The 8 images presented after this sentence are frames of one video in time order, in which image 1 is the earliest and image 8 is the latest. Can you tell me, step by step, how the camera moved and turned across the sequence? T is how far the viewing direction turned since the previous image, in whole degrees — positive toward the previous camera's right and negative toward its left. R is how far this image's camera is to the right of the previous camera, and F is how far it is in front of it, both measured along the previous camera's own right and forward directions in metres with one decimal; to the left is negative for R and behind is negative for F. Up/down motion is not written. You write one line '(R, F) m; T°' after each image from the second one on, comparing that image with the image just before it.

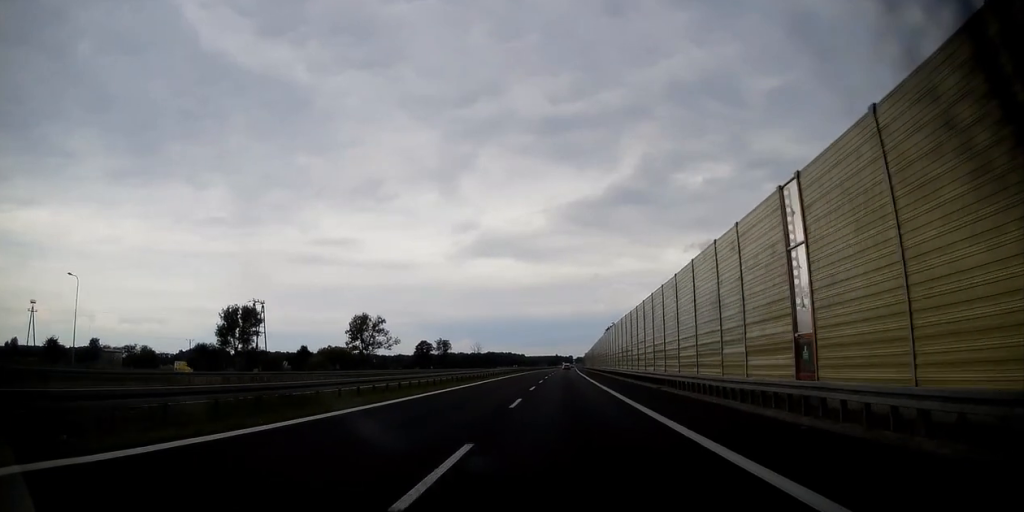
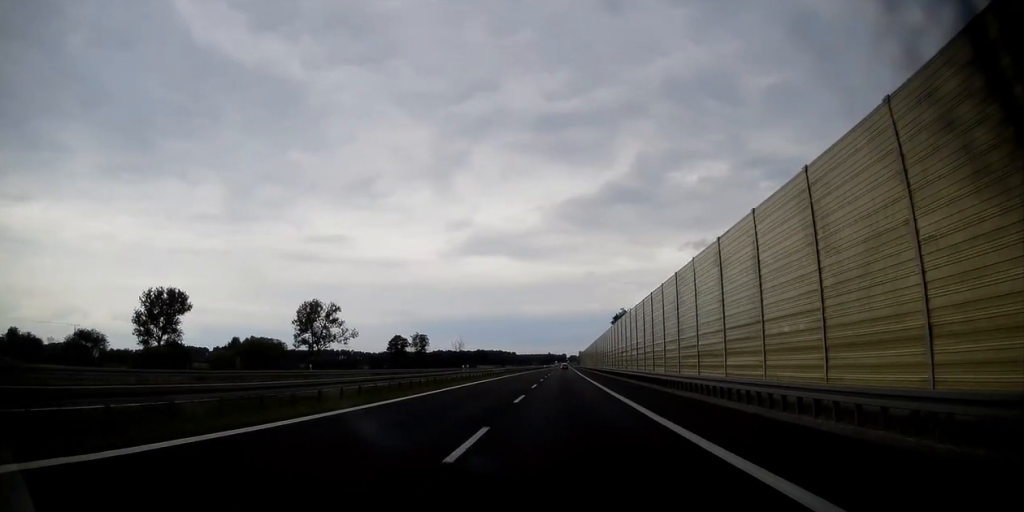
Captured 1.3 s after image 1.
(+0.2, +45.8) m; +1°
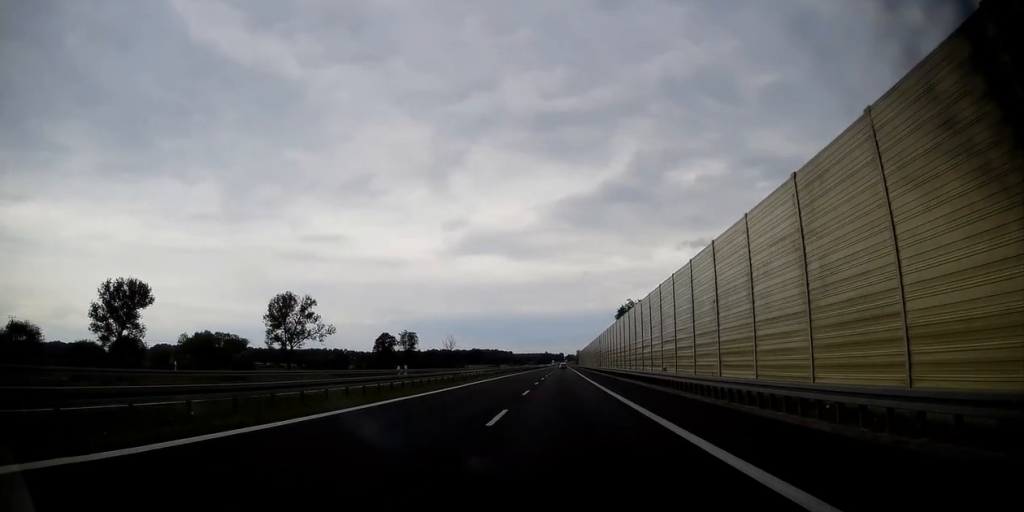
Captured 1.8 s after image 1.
(+0.1, +19.3) m; 0°
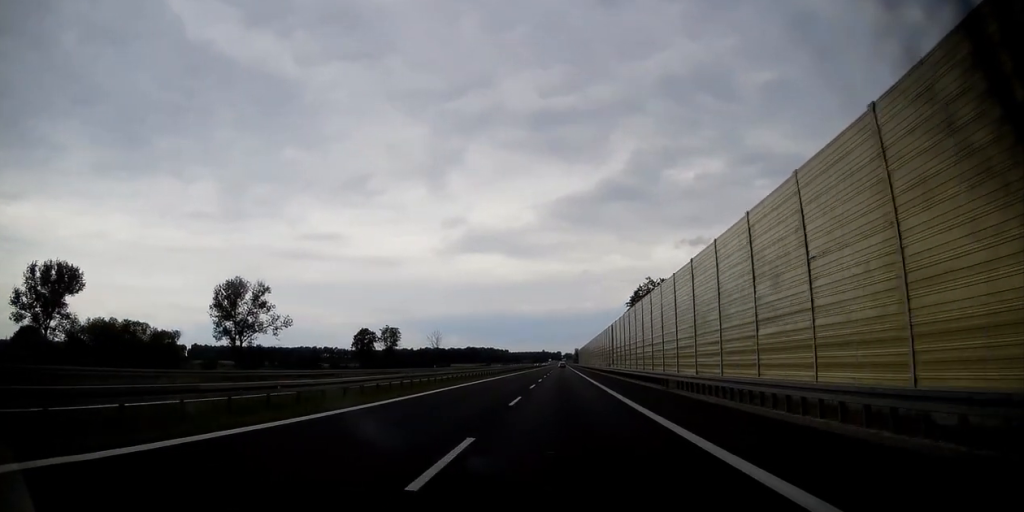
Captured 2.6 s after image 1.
(+0.1, +30.1) m; 0°
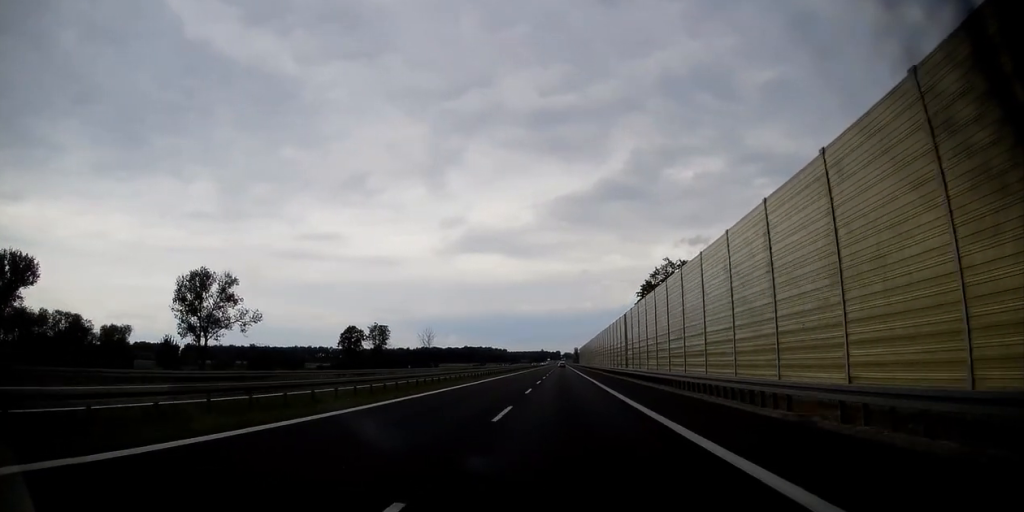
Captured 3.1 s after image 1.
(0.0, +16.9) m; 0°
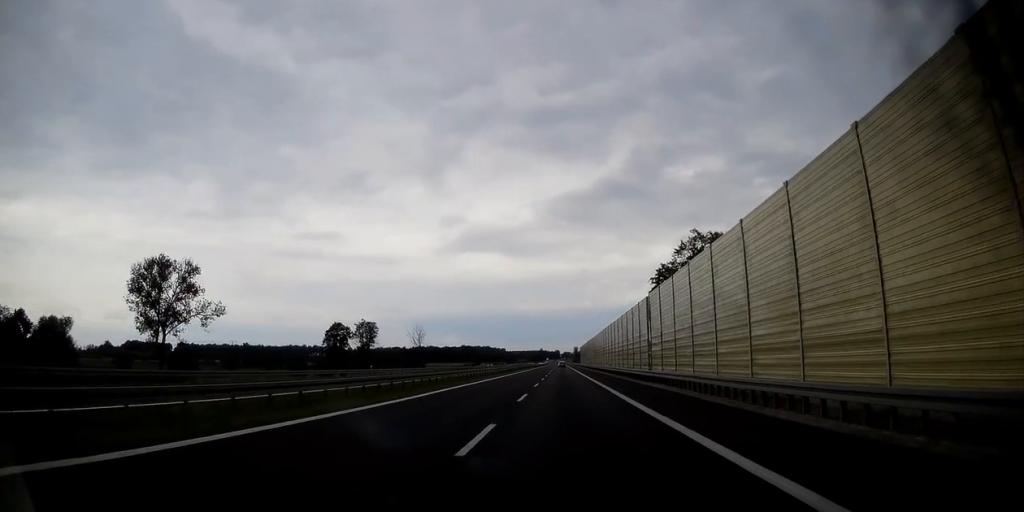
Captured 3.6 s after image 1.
(0.0, +16.9) m; 0°
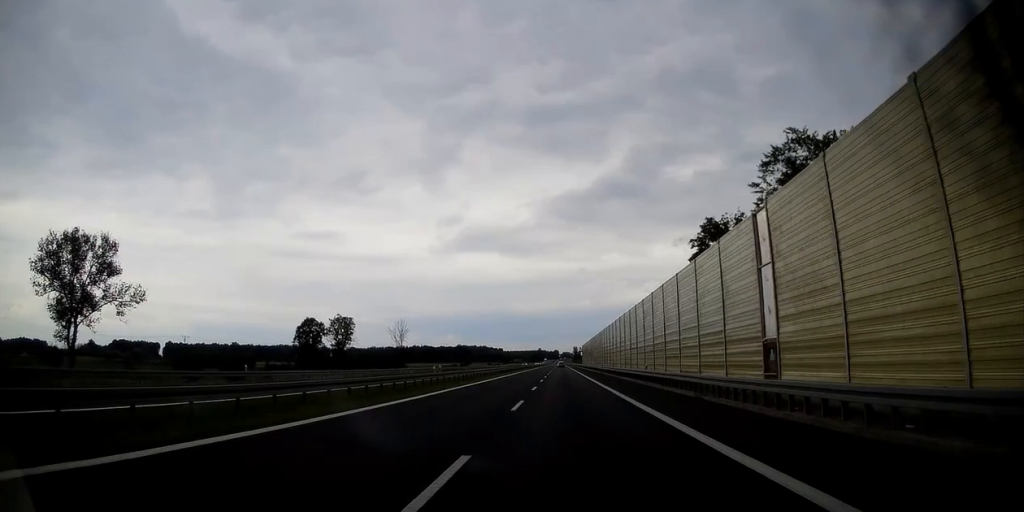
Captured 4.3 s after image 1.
(+0.2, +27.7) m; 0°
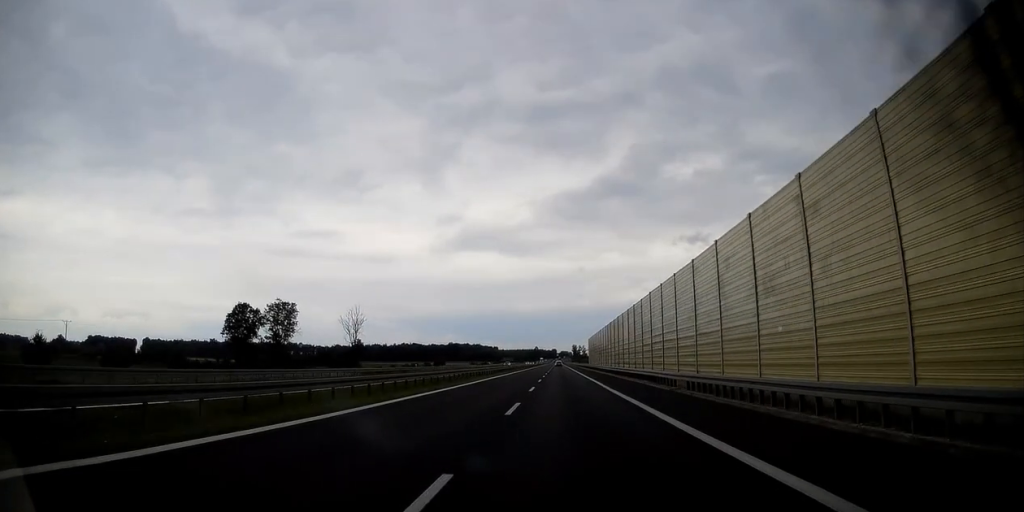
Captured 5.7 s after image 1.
(-0.3, +49.5) m; 0°
